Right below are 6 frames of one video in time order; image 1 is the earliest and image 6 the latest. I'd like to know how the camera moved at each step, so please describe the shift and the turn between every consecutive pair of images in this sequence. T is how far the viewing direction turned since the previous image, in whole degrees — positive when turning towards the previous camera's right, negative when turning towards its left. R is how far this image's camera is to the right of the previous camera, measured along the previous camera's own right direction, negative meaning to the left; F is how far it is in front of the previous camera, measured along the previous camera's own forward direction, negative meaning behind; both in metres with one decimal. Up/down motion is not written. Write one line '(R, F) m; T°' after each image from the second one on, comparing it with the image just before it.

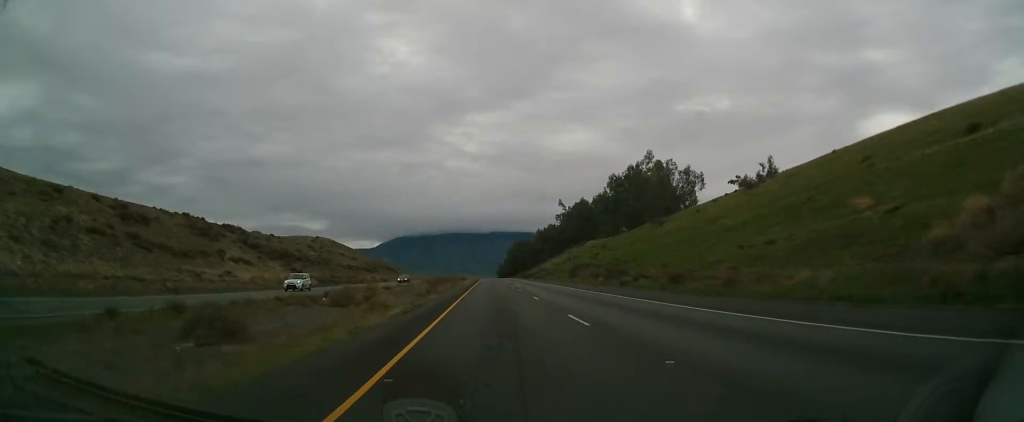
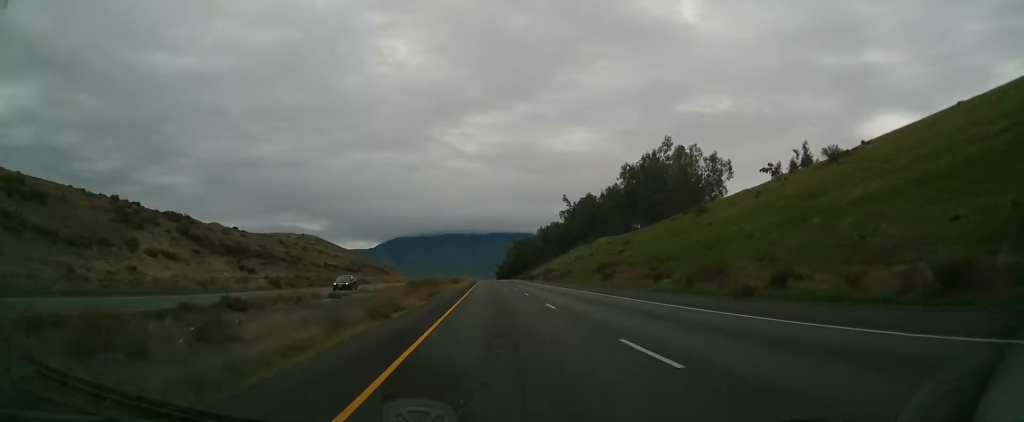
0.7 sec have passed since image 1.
(+0.3, +22.6) m; 0°
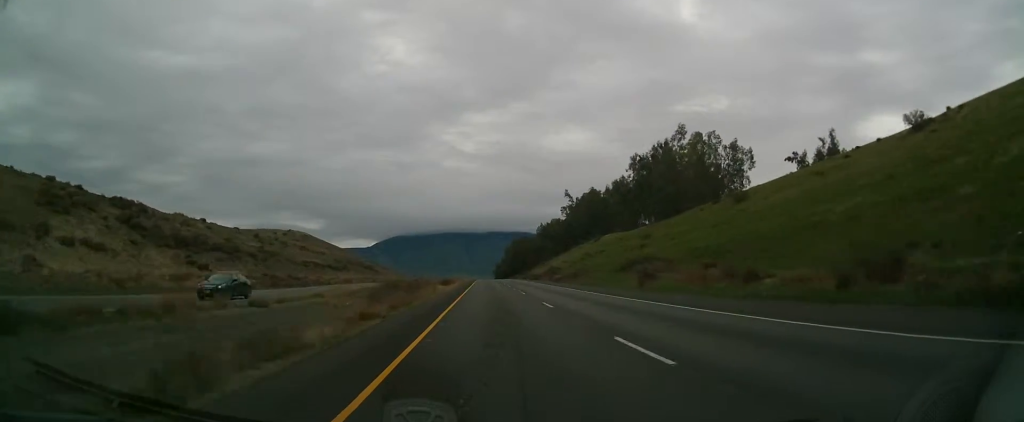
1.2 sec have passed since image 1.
(-0.1, +14.7) m; -1°
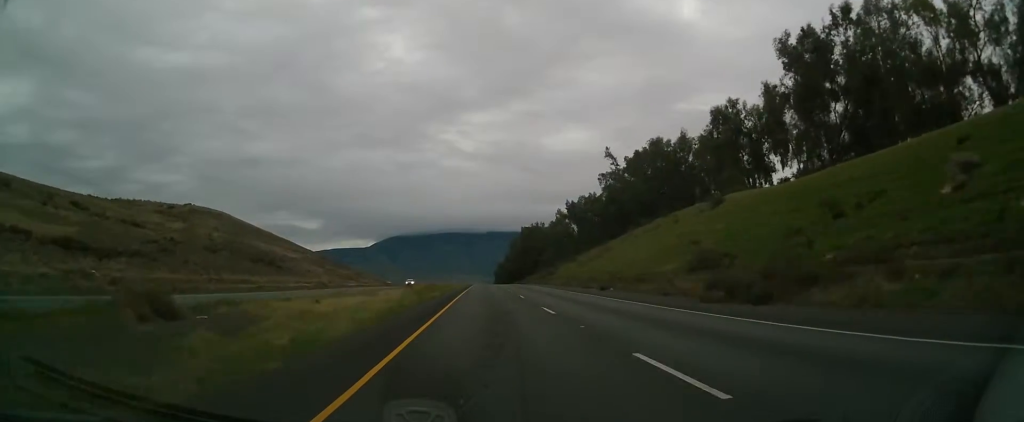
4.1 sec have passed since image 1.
(0.0, +91.2) m; +1°
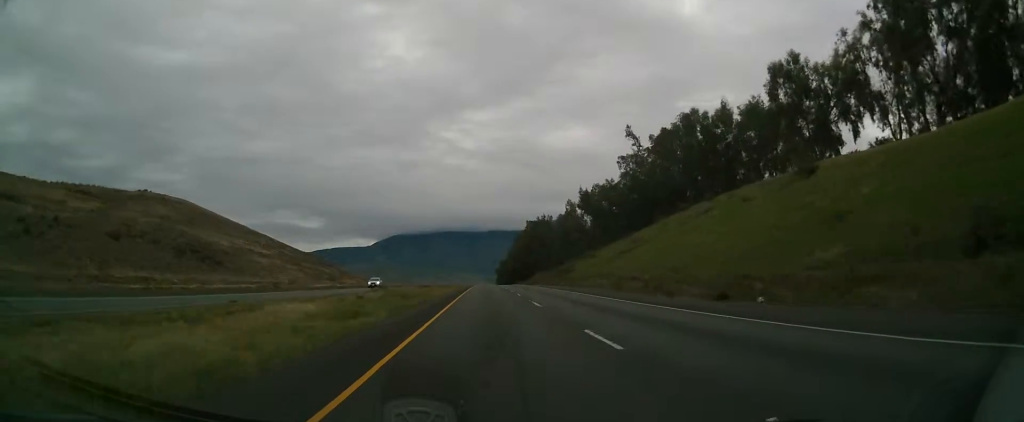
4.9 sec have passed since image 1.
(0.0, +24.8) m; 0°
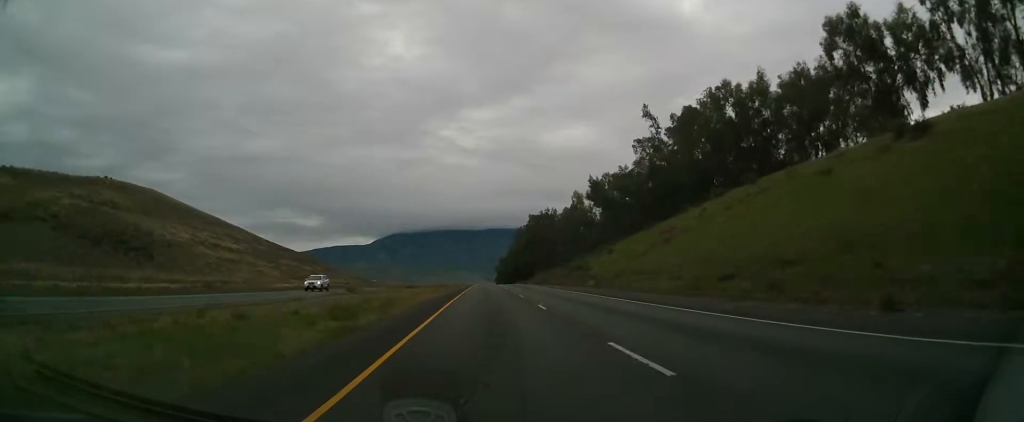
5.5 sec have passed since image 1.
(0.0, +17.5) m; -1°
